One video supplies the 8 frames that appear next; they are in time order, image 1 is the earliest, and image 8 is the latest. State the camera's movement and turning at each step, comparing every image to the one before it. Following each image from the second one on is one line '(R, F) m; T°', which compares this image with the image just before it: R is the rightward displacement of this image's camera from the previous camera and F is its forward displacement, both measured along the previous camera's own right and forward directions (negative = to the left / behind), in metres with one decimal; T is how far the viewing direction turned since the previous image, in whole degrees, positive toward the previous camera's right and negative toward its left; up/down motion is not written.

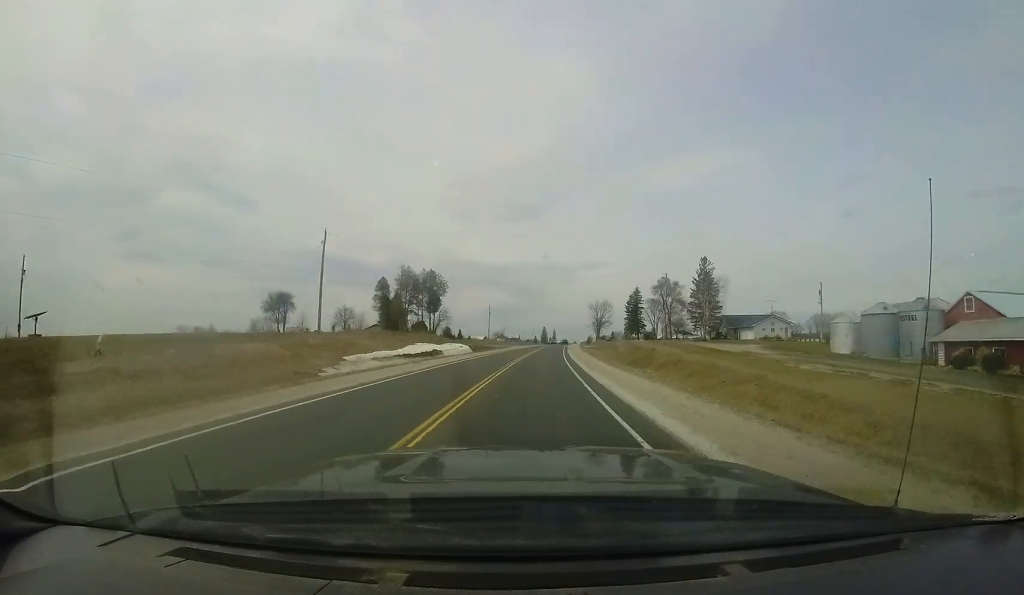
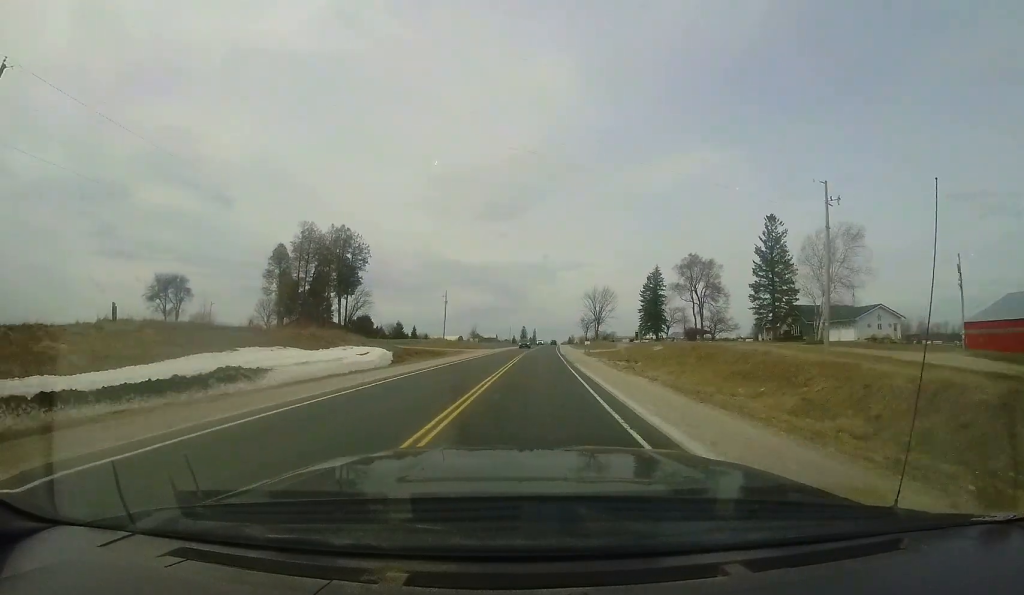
(+0.8, +30.9) m; +3°
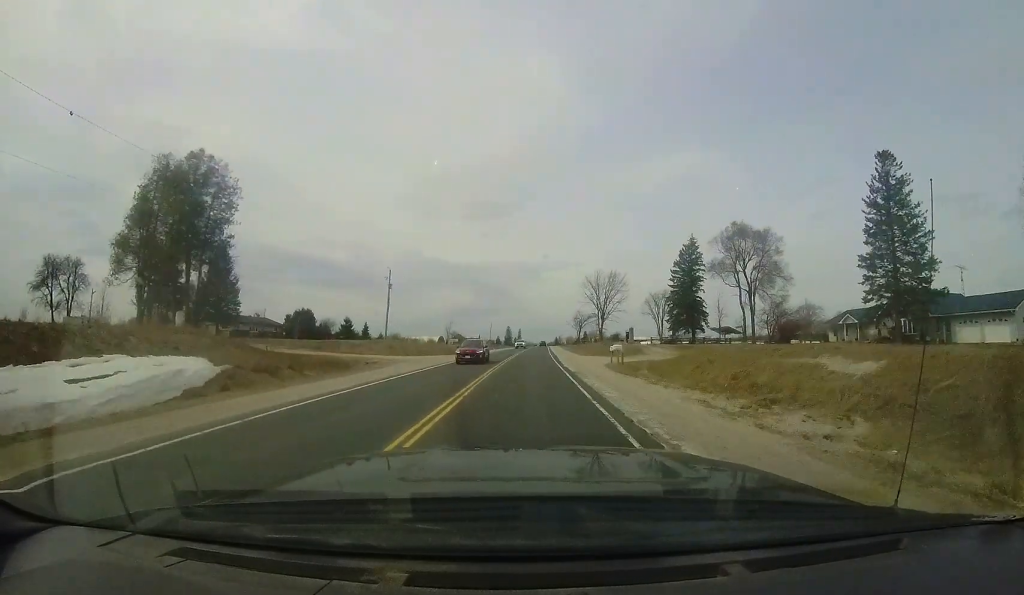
(+0.3, +22.2) m; +1°
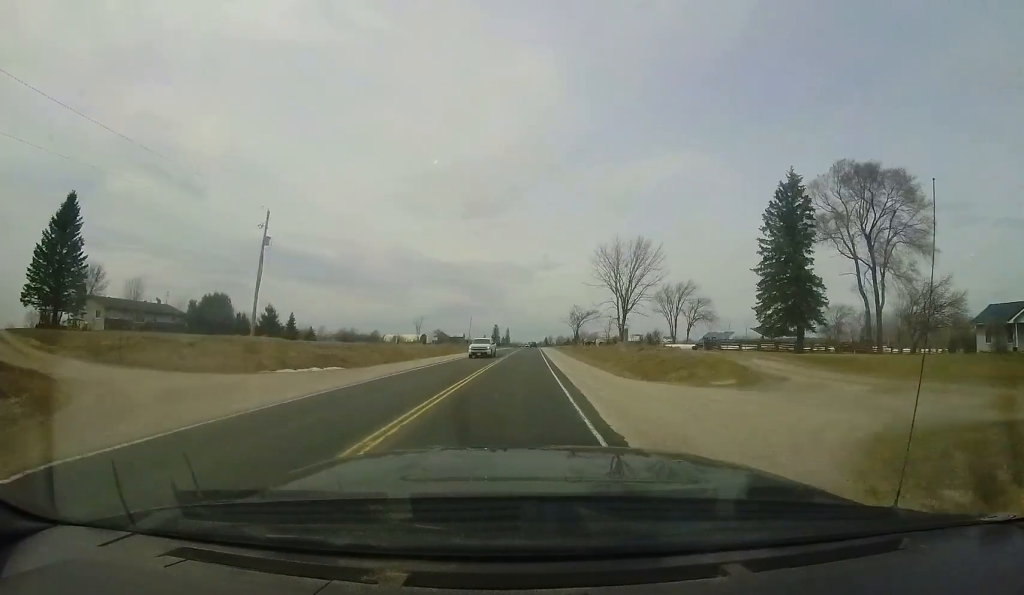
(0.0, +23.1) m; +2°
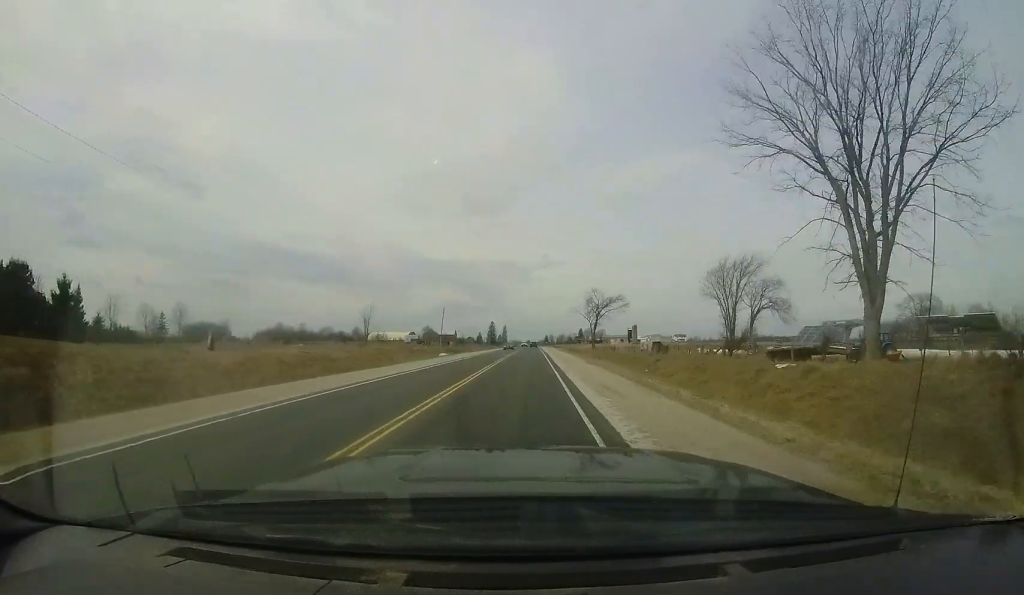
(+1.1, +35.1) m; +2°
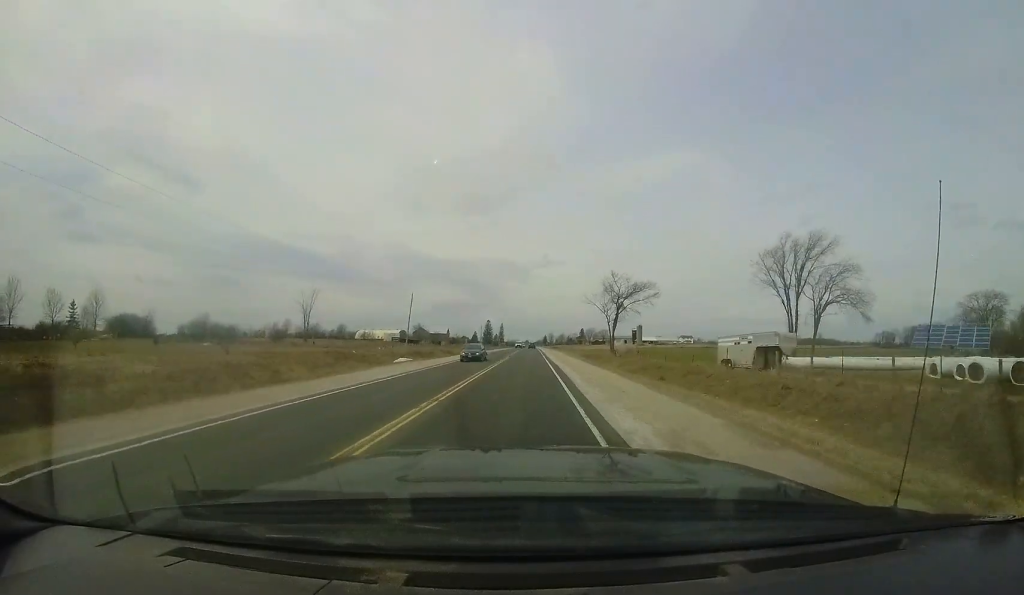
(+0.1, +21.3) m; 0°
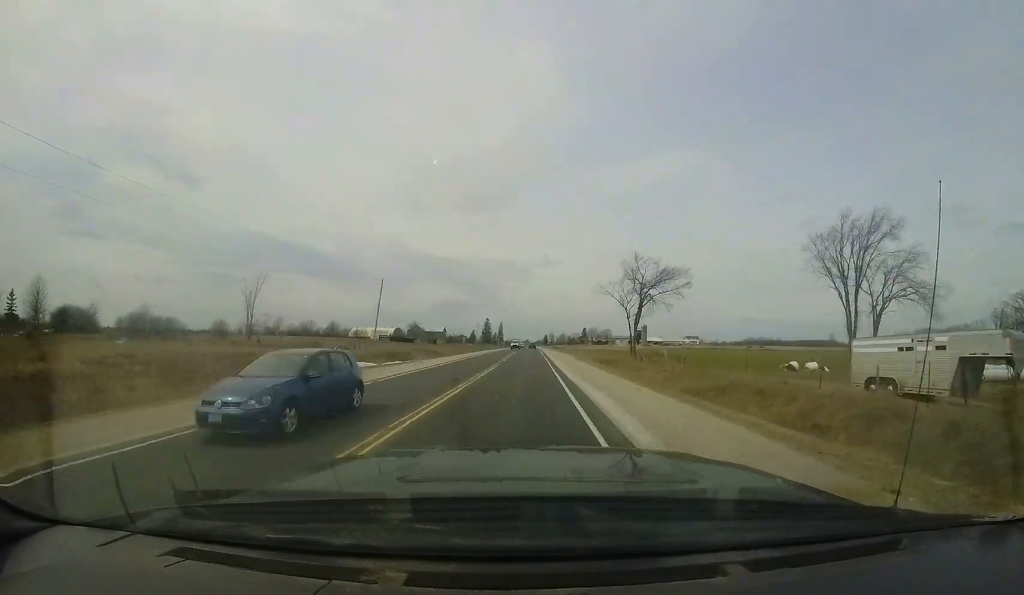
(-0.1, +12.9) m; 0°
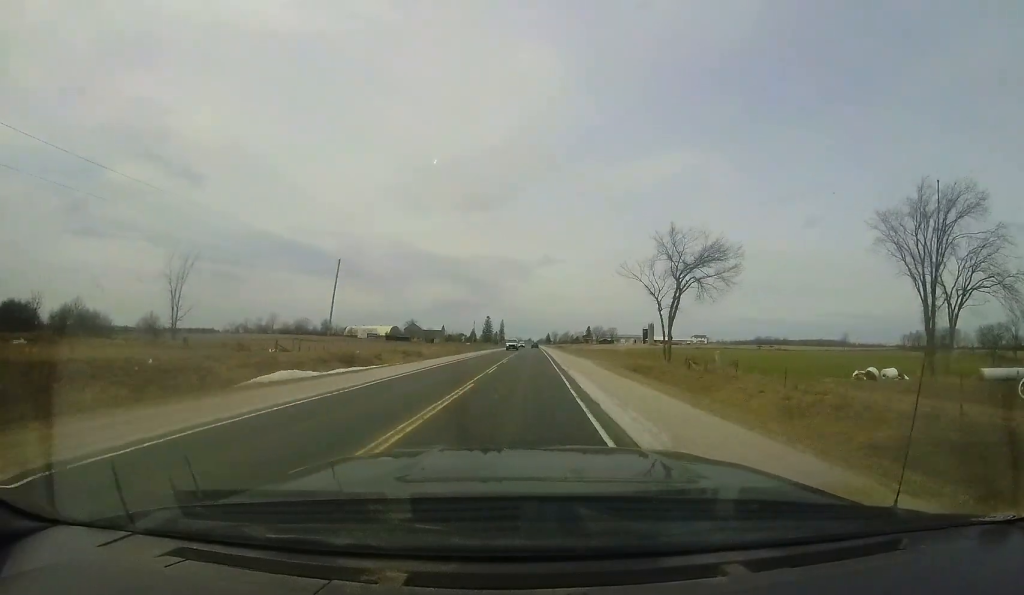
(0.0, +12.0) m; 0°
